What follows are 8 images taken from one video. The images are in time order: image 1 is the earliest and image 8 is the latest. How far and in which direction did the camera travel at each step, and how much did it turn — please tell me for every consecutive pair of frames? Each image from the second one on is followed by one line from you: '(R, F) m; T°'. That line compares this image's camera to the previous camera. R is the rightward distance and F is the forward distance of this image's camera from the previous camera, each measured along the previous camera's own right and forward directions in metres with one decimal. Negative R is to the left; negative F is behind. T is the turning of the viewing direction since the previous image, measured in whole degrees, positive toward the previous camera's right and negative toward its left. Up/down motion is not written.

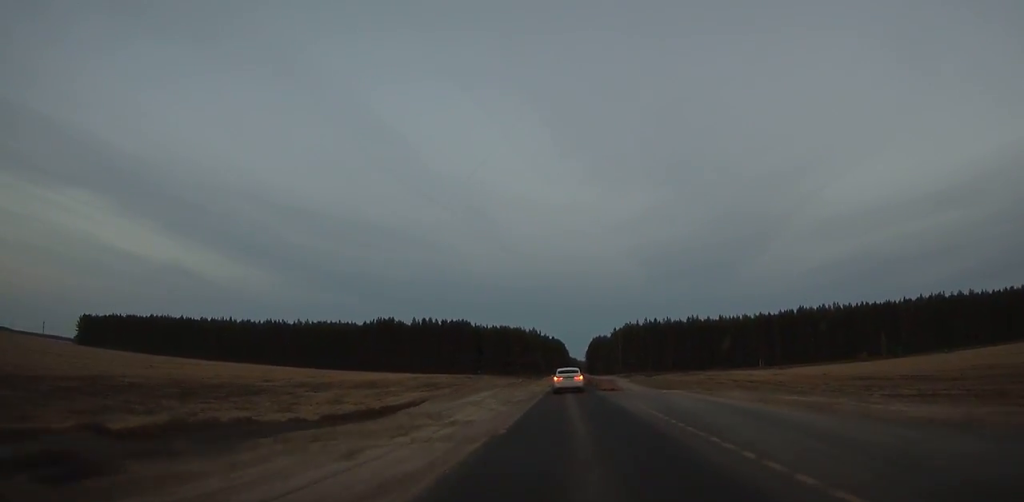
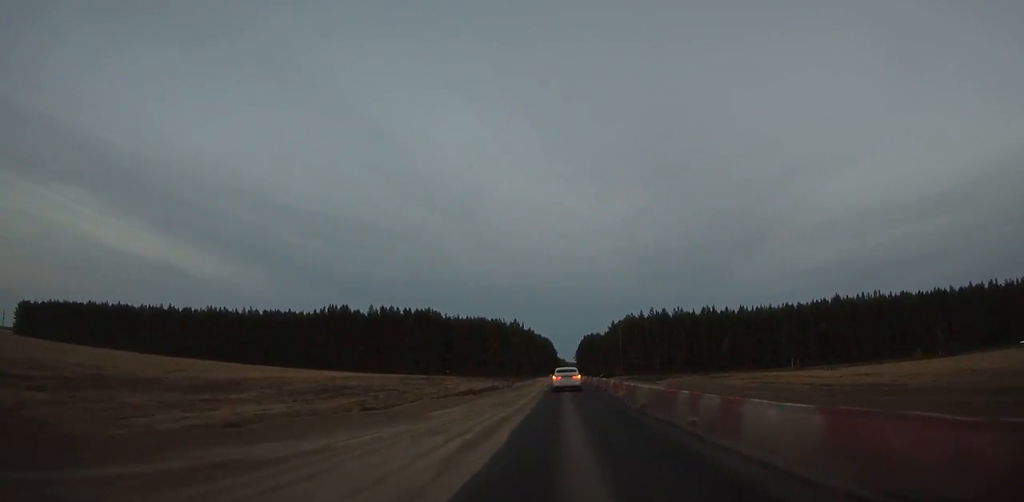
(+0.5, +38.0) m; +2°
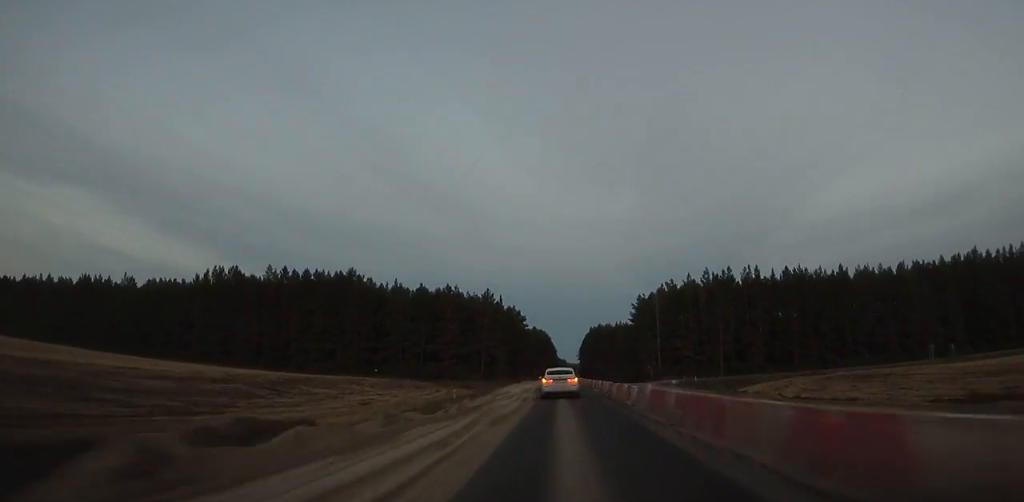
(+1.4, +70.2) m; +1°
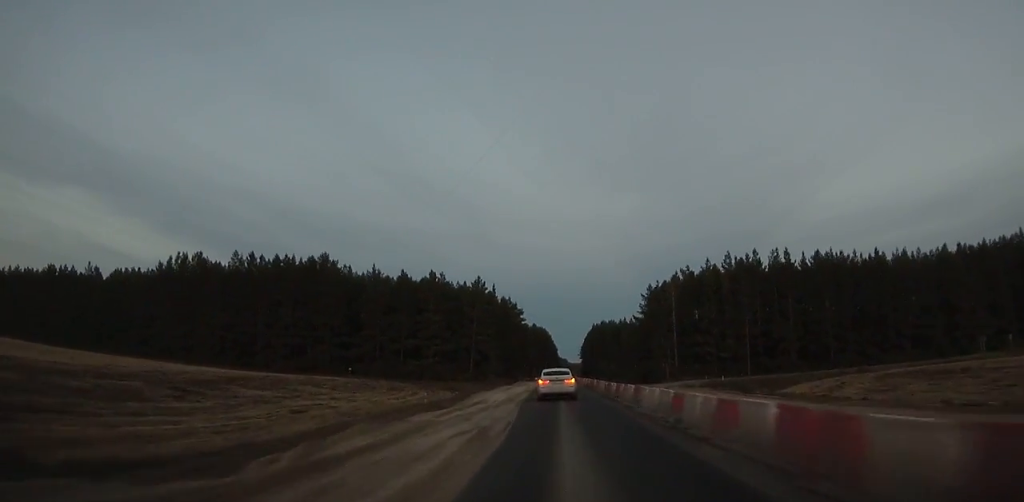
(-0.2, +16.0) m; 0°
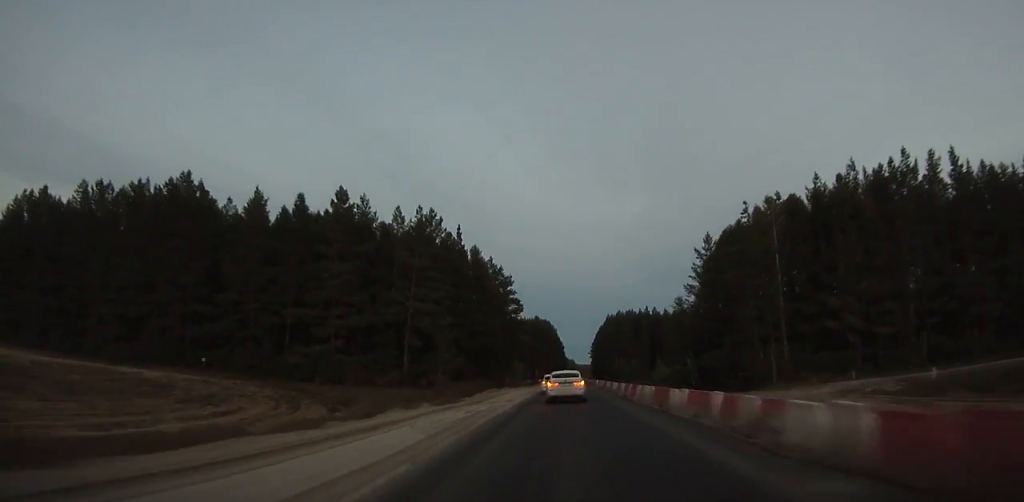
(-0.3, +45.7) m; -1°
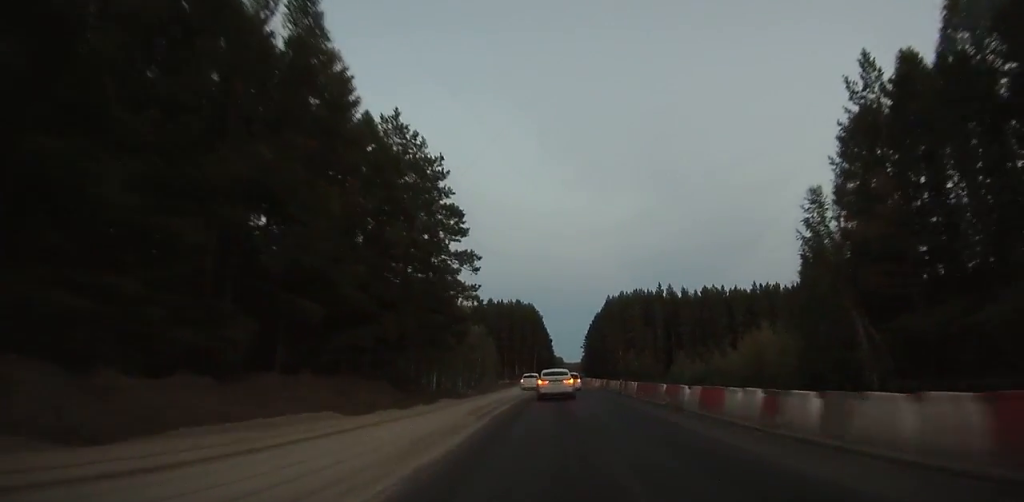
(-0.6, +45.9) m; 0°
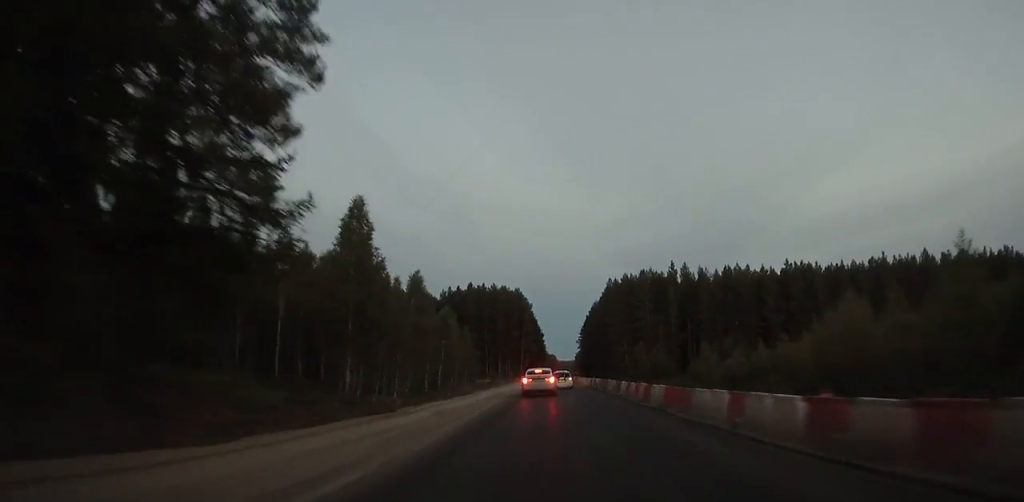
(+0.4, +28.4) m; +1°
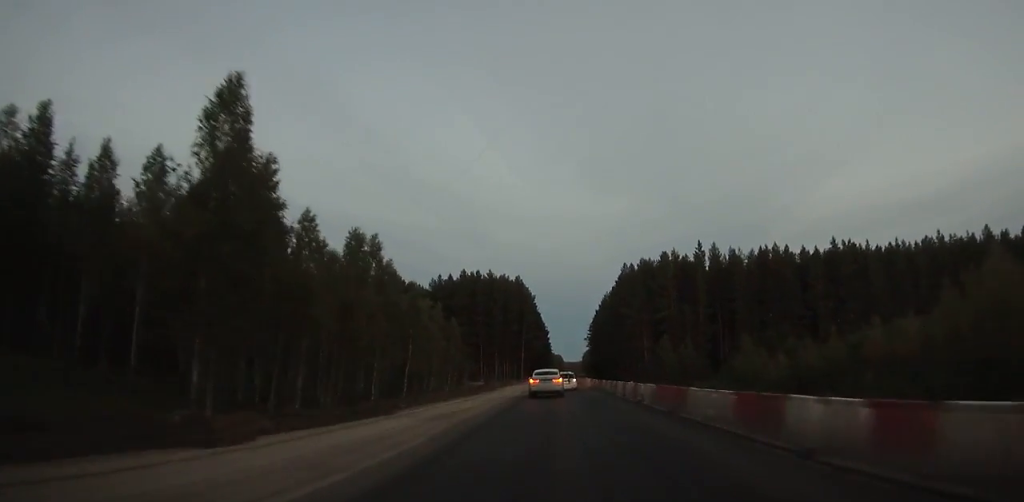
(+0.2, +19.7) m; +1°
